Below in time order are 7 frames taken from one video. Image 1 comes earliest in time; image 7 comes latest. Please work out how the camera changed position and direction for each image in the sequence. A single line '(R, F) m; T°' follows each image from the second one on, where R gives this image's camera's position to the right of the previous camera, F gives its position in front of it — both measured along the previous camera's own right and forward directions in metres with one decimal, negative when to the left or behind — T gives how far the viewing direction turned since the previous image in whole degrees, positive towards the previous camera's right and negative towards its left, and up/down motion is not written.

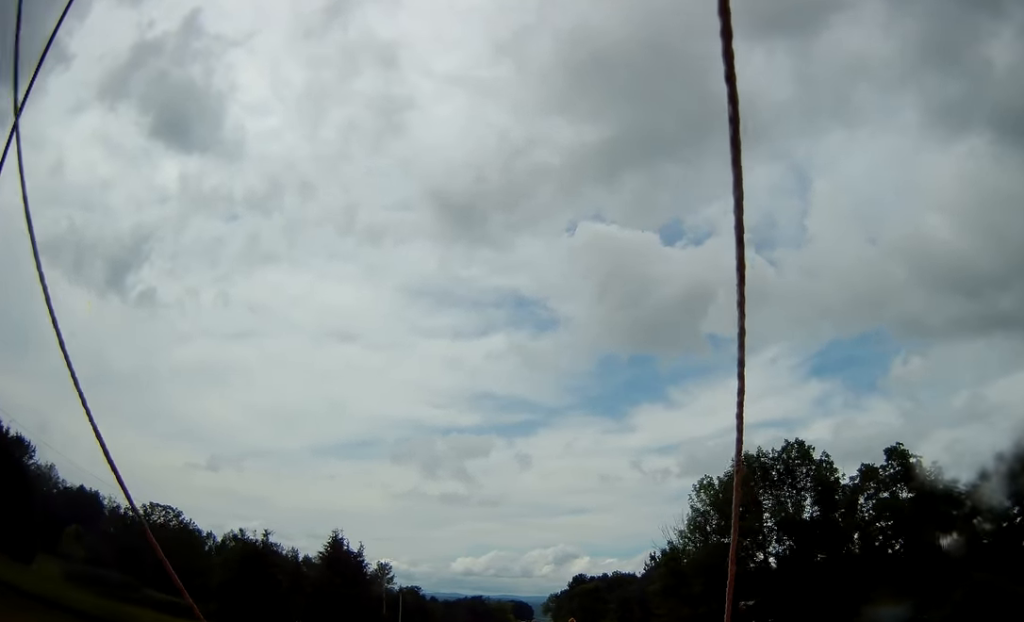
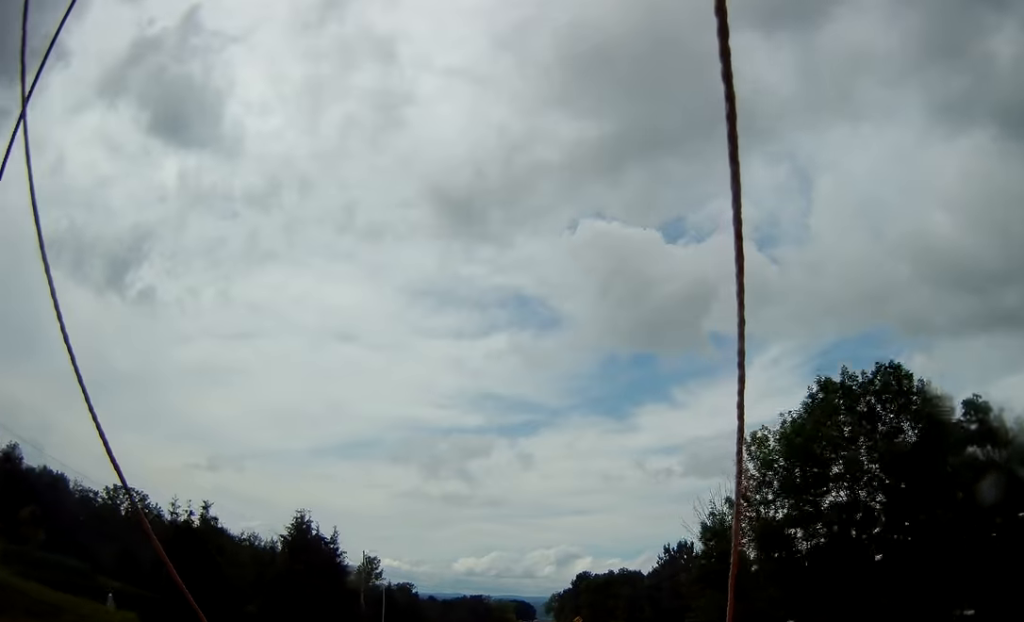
(+0.2, +14.0) m; +1°
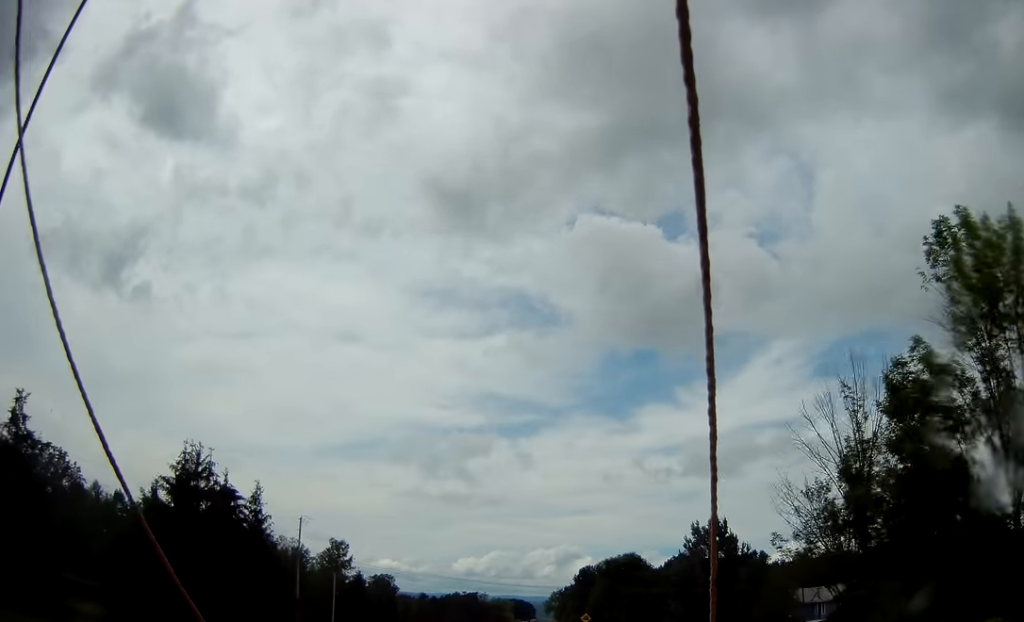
(-0.1, +25.4) m; 0°
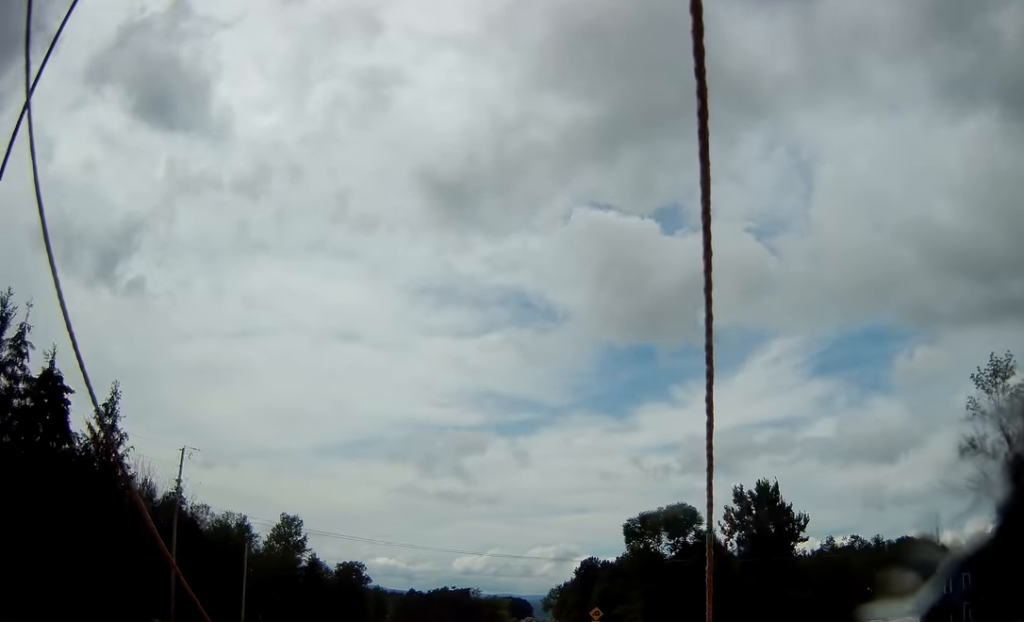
(+0.1, +24.8) m; 0°
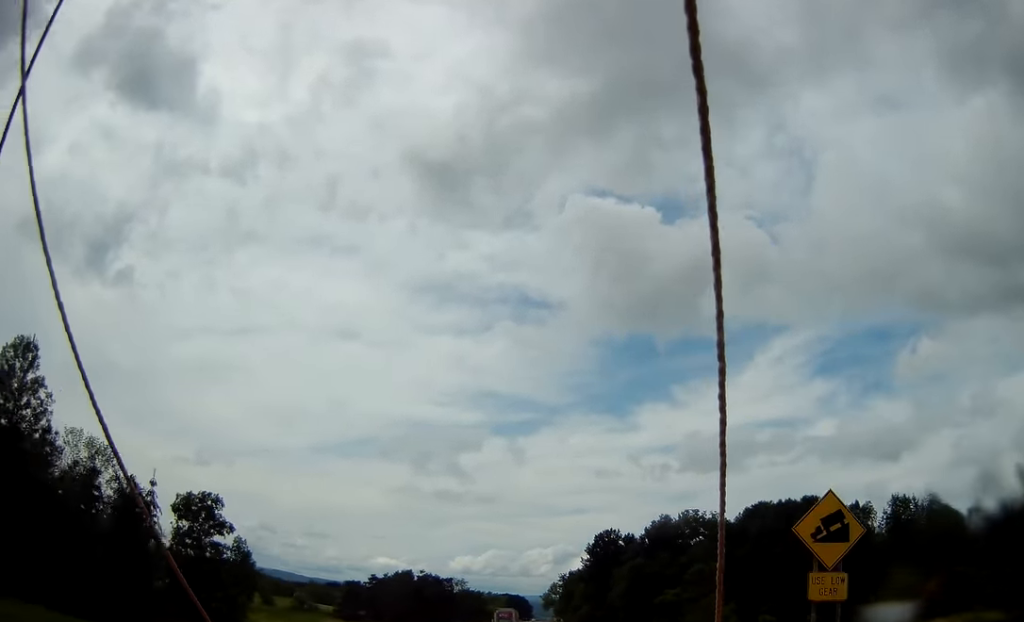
(-0.6, +63.8) m; -1°
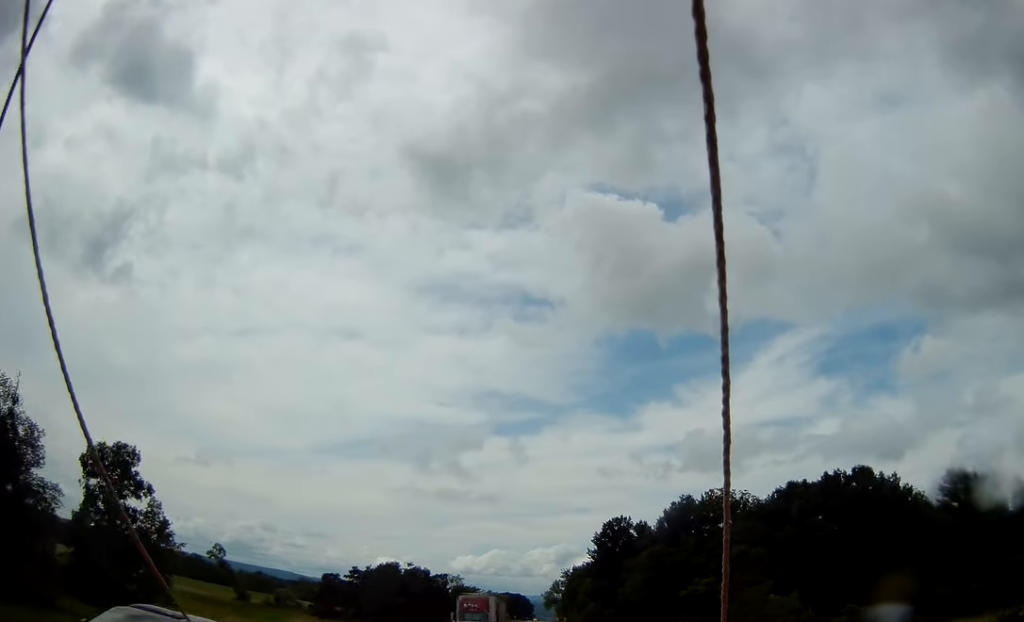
(-0.1, +18.5) m; 0°
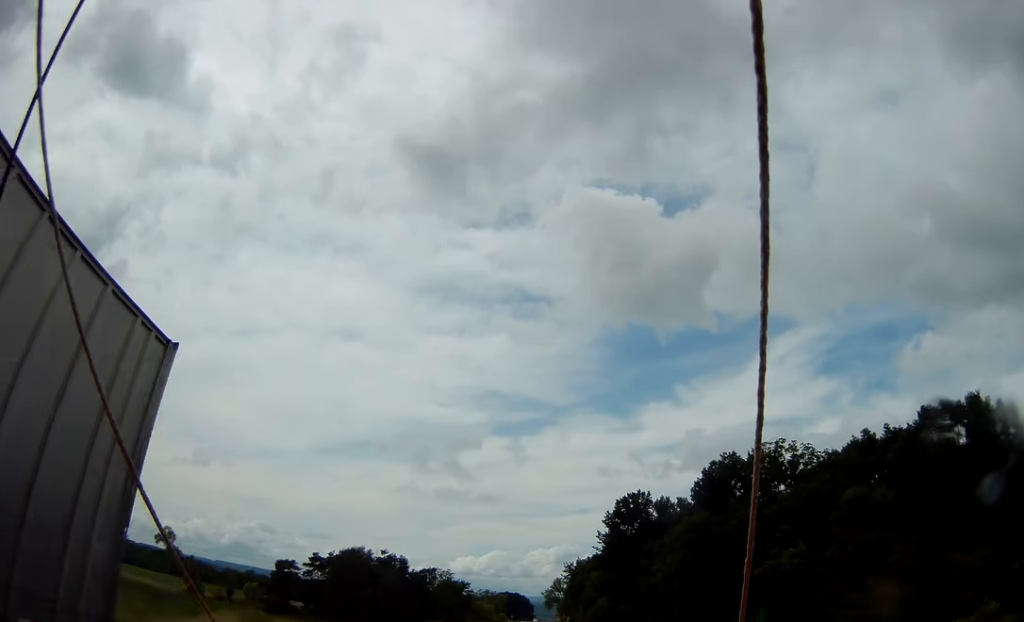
(-0.1, +27.0) m; 0°
